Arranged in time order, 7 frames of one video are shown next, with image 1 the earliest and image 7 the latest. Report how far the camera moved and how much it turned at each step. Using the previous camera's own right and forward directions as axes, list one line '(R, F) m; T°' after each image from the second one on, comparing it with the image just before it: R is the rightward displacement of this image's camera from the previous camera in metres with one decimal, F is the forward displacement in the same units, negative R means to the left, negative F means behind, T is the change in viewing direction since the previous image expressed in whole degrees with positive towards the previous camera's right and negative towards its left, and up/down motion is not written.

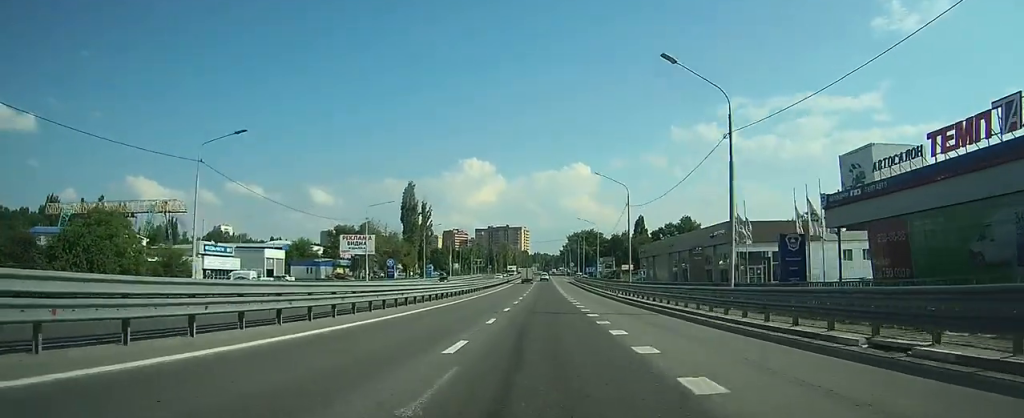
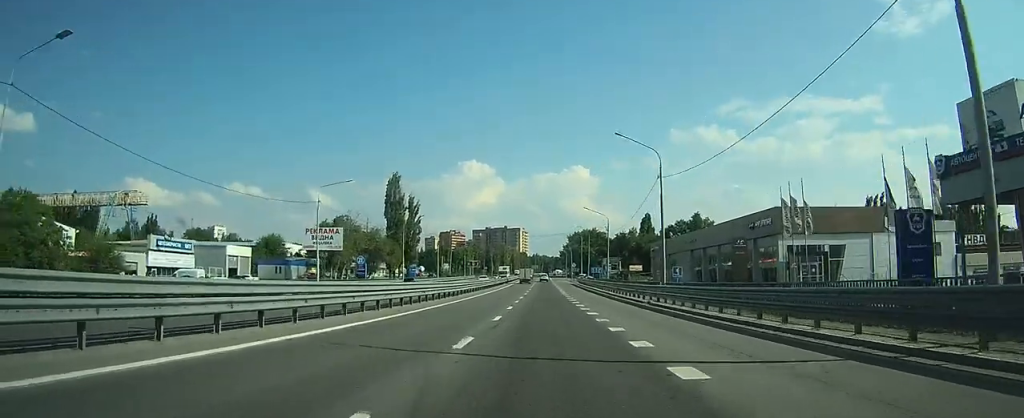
(0.0, +15.2) m; 0°
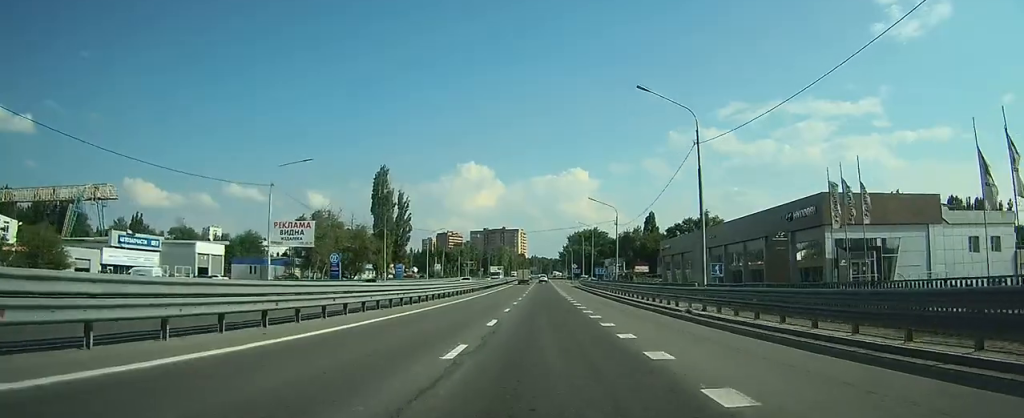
(0.0, +9.9) m; 0°
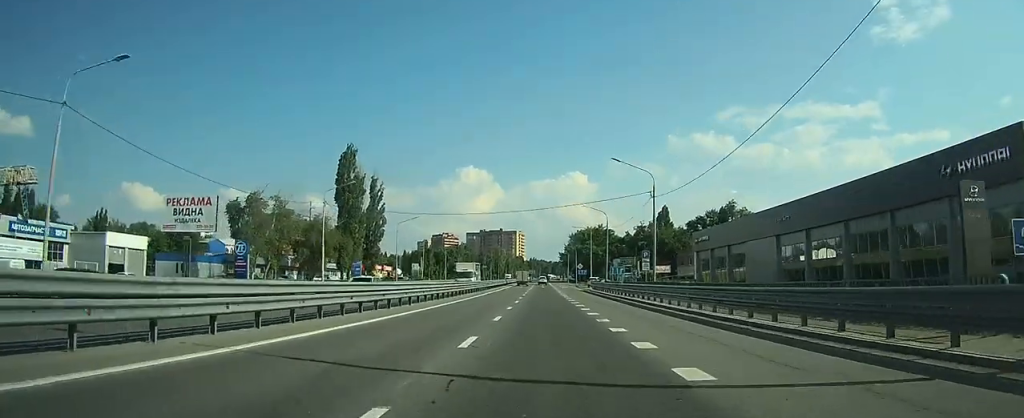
(-0.2, +22.2) m; 0°
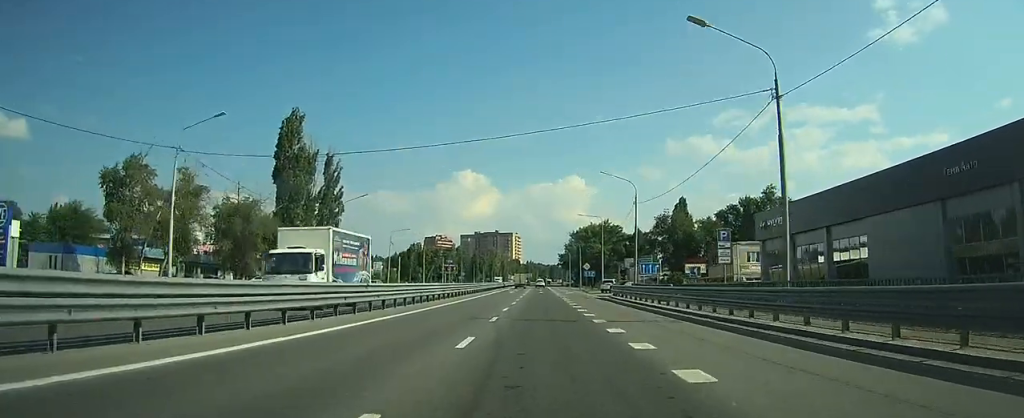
(+0.2, +24.1) m; +1°
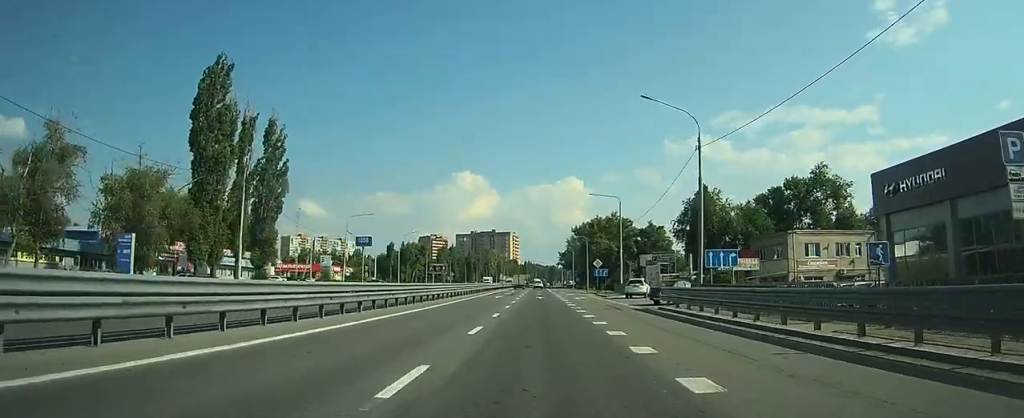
(0.0, +20.9) m; 0°
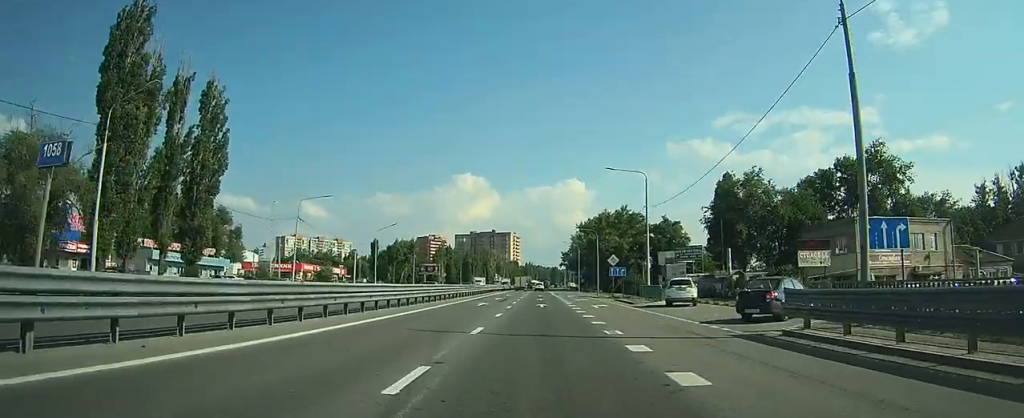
(0.0, +15.6) m; 0°
